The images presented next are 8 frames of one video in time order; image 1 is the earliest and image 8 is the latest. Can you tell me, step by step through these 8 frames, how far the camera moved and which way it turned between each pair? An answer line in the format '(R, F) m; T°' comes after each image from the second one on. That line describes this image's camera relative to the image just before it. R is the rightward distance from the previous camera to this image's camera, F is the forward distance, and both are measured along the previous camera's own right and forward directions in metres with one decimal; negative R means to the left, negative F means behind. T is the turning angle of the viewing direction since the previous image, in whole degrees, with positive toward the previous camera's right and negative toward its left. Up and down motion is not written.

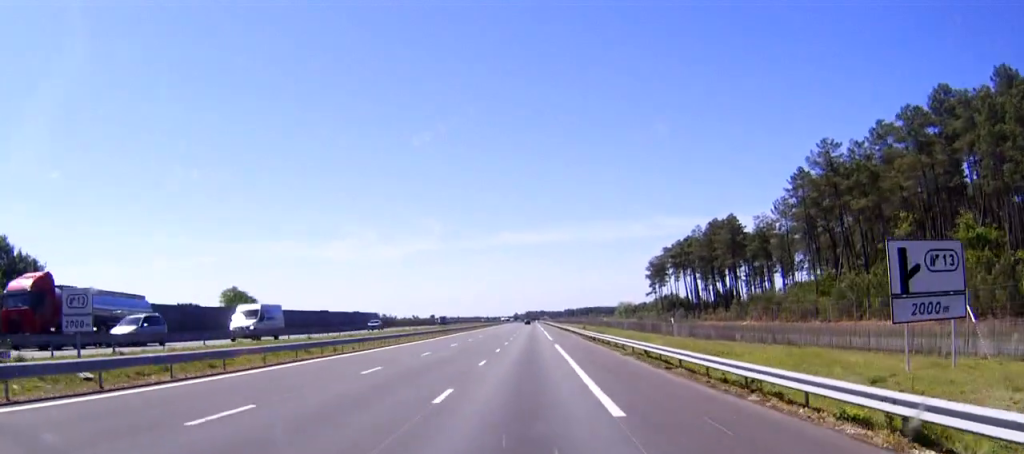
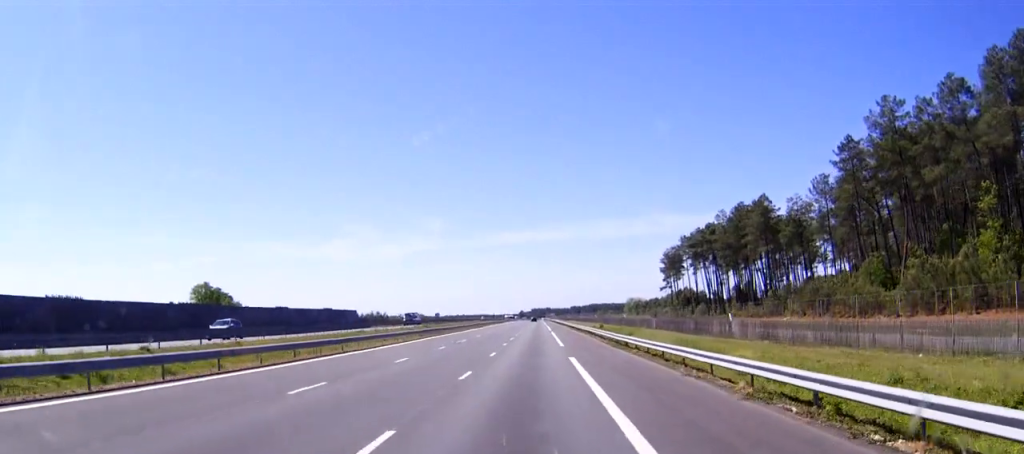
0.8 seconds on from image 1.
(0.0, +20.6) m; 0°
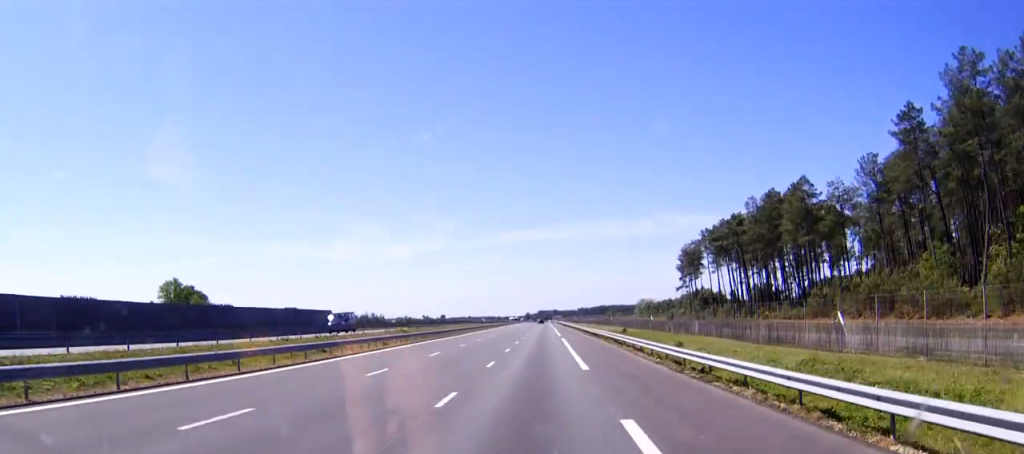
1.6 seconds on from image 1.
(0.0, +19.0) m; 0°
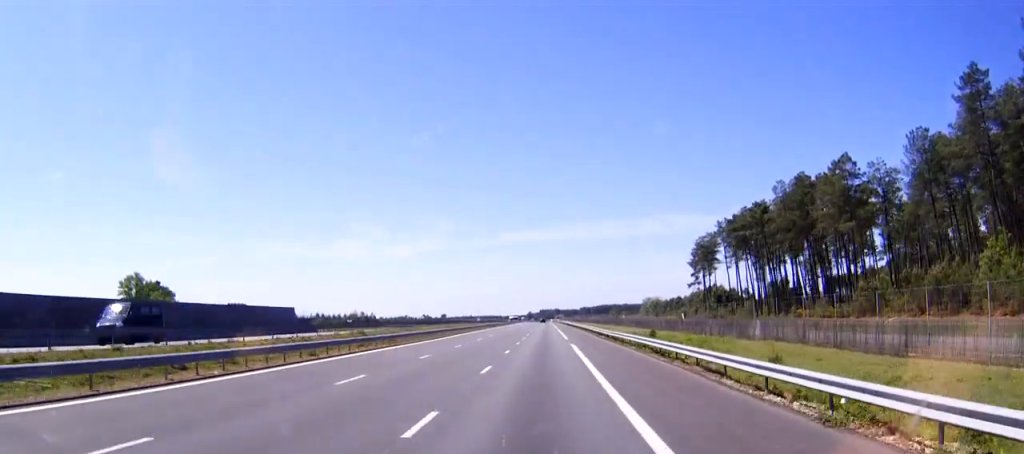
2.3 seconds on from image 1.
(0.0, +17.4) m; 0°
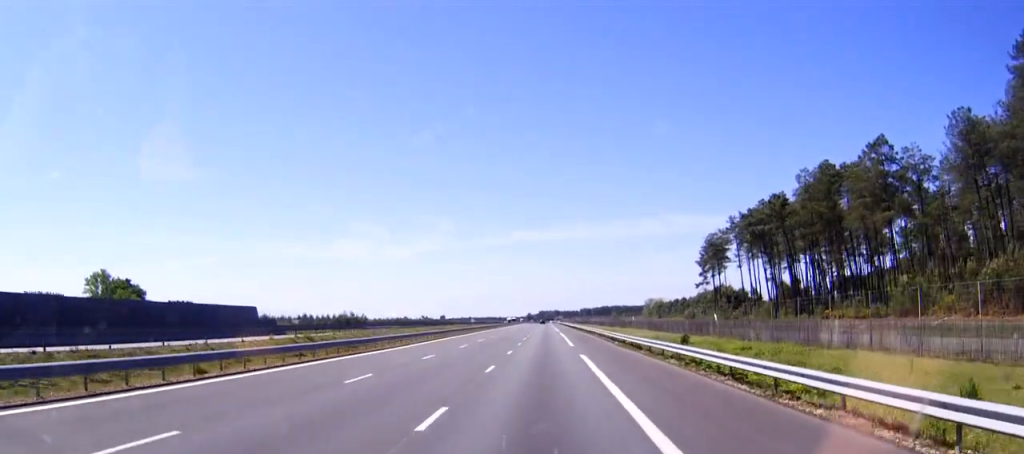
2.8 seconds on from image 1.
(0.0, +12.4) m; 0°
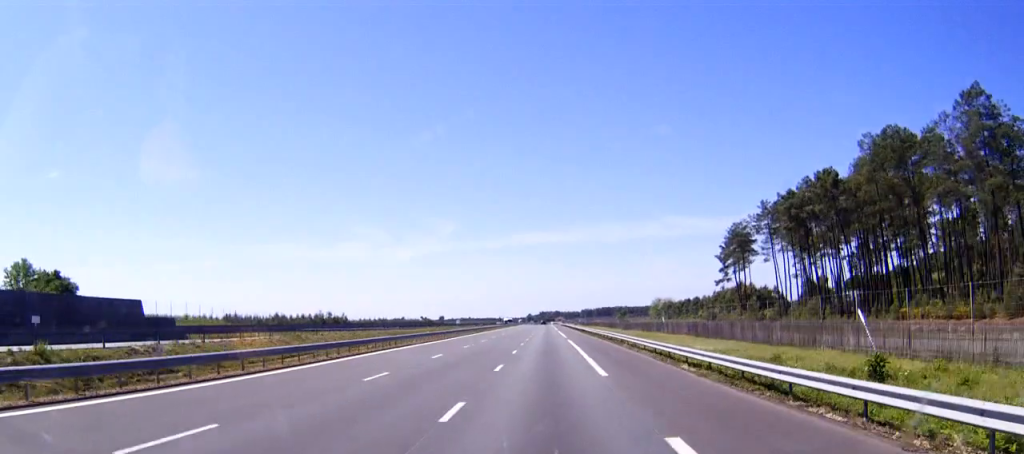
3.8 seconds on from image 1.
(0.0, +24.9) m; 0°
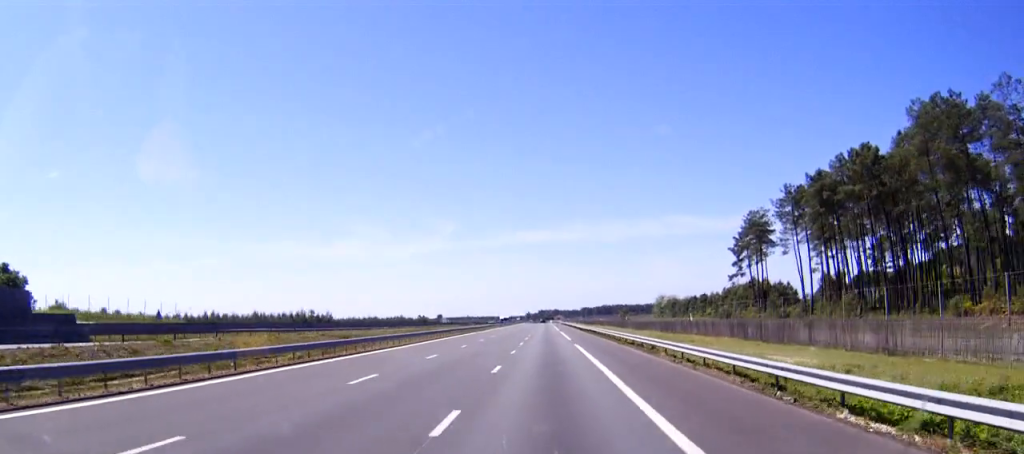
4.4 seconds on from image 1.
(0.0, +15.0) m; 0°
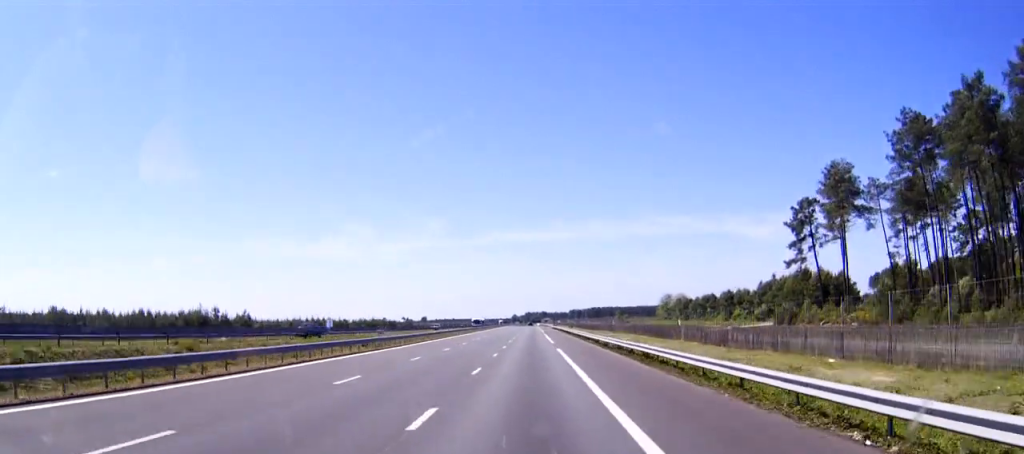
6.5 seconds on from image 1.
(+0.2, +51.0) m; +1°
